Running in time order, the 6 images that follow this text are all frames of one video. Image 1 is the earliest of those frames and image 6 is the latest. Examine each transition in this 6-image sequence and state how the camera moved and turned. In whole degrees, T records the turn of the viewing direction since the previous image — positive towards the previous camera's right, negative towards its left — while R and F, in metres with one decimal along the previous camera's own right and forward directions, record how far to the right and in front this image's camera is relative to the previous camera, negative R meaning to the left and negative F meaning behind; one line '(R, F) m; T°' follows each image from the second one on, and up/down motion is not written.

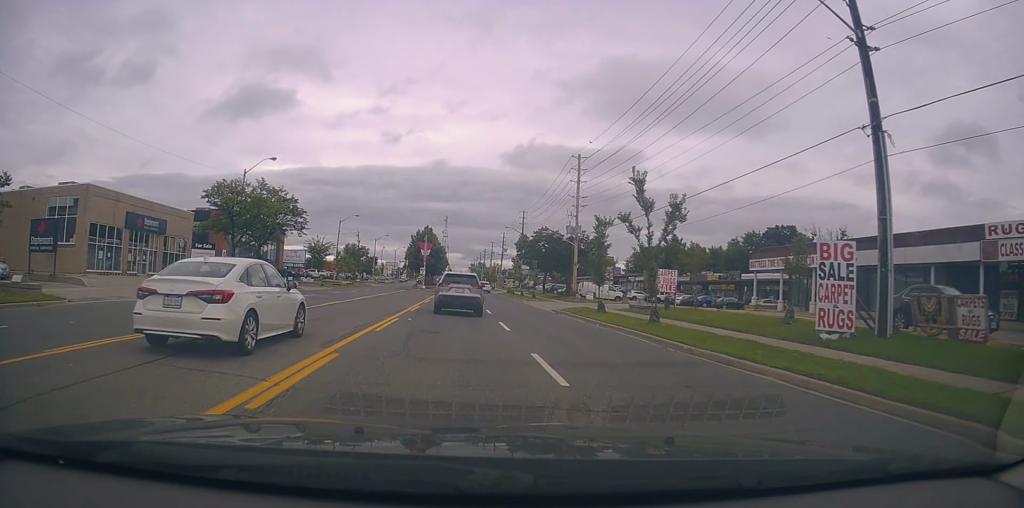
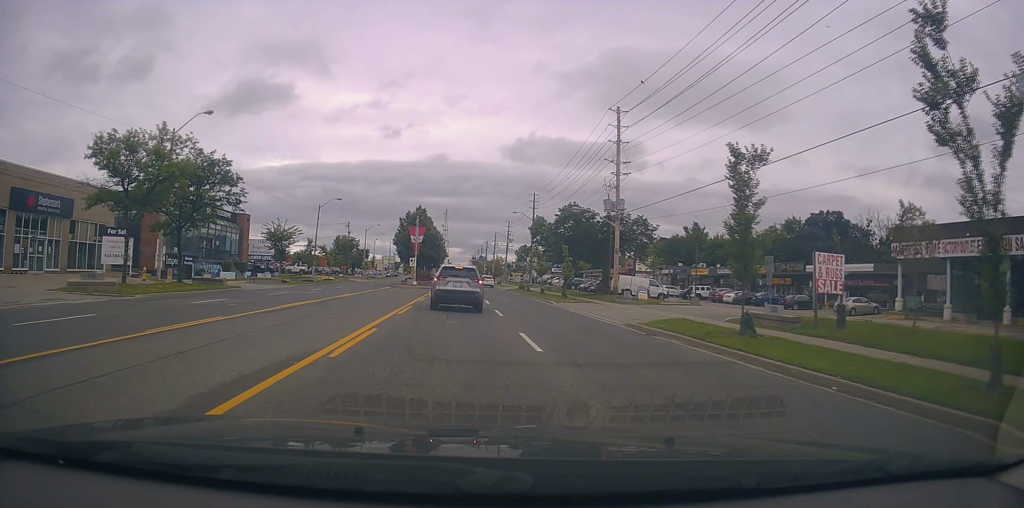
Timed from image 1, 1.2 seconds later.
(+0.2, +14.4) m; 0°
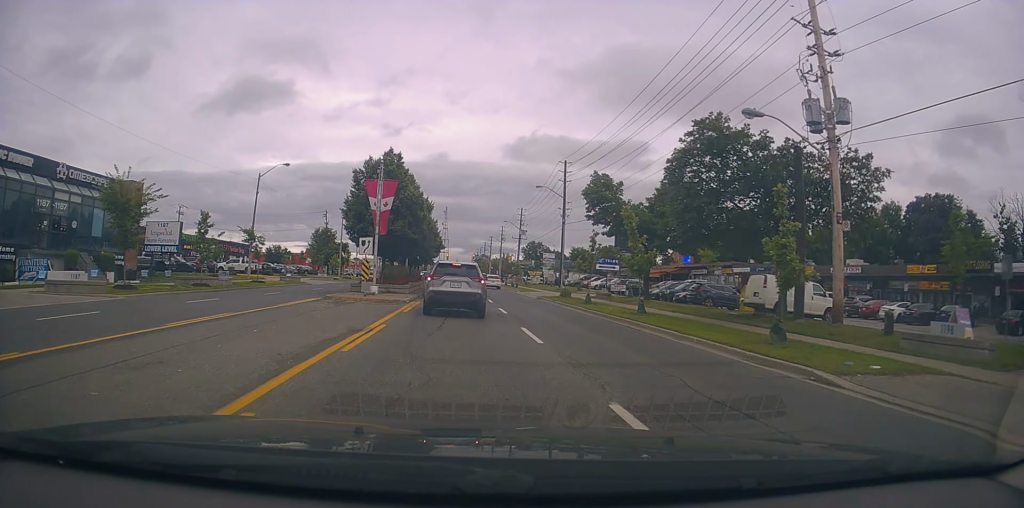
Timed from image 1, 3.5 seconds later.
(-0.2, +26.8) m; -2°
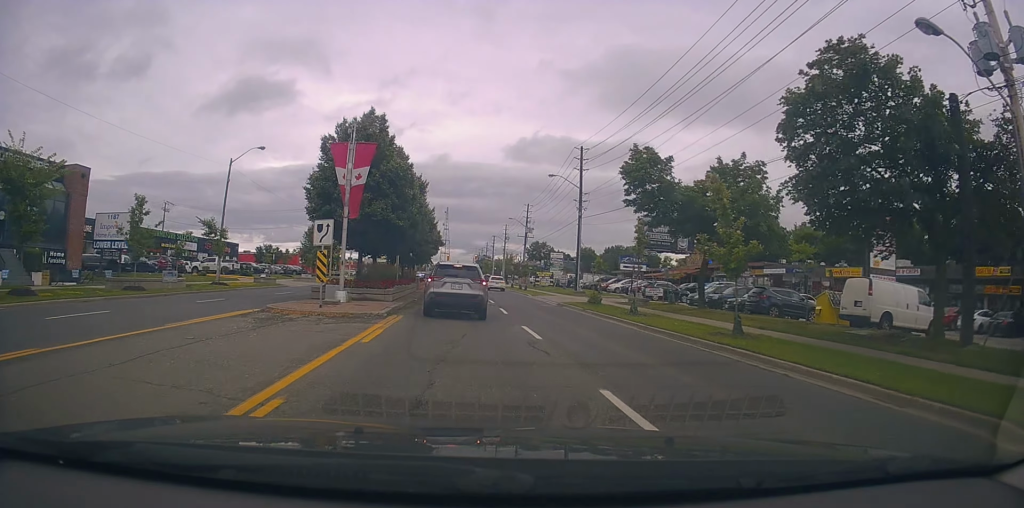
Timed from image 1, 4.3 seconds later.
(-0.3, +8.6) m; 0°
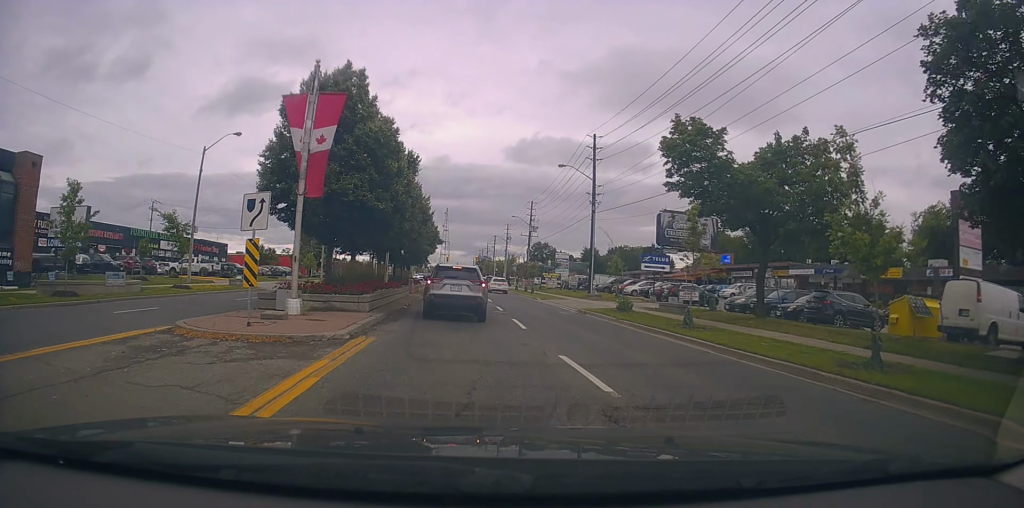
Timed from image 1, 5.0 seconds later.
(+0.2, +6.0) m; +1°
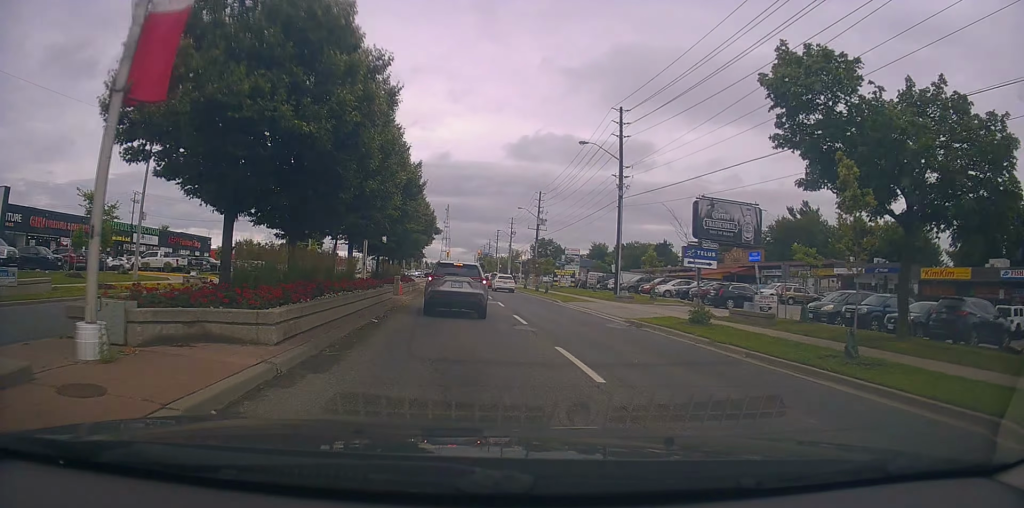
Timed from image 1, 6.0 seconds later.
(-0.1, +8.5) m; +1°
